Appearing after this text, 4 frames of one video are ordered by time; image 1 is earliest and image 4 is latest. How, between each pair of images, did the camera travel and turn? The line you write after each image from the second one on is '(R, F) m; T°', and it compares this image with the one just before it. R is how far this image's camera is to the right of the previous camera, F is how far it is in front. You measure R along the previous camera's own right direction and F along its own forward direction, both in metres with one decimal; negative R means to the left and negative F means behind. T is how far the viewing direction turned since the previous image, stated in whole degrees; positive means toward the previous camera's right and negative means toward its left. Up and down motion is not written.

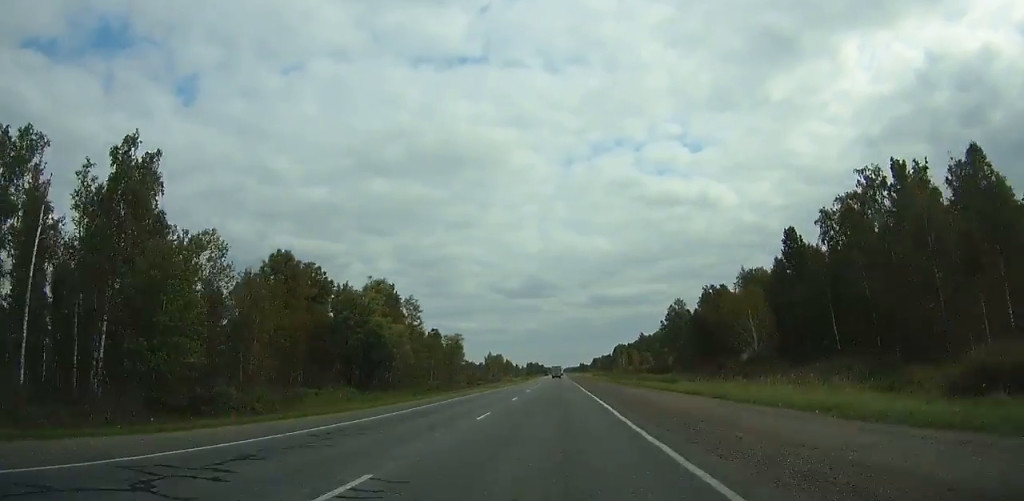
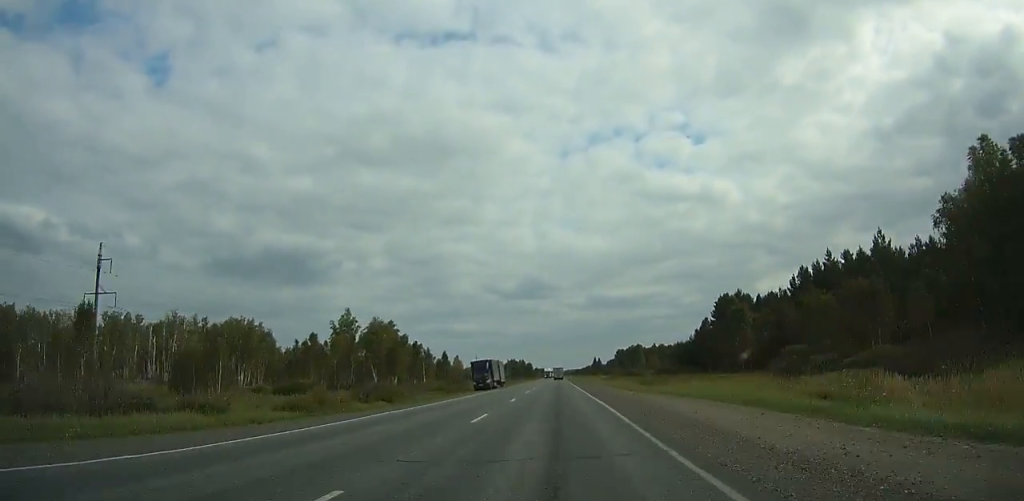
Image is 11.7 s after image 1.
(+1.3, +276.8) m; +1°
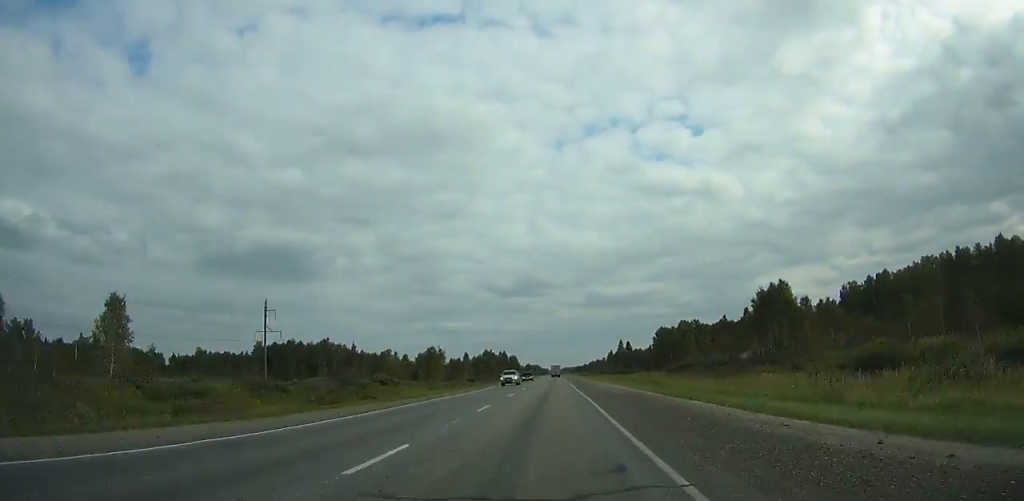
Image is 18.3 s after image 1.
(-0.8, +153.0) m; 0°
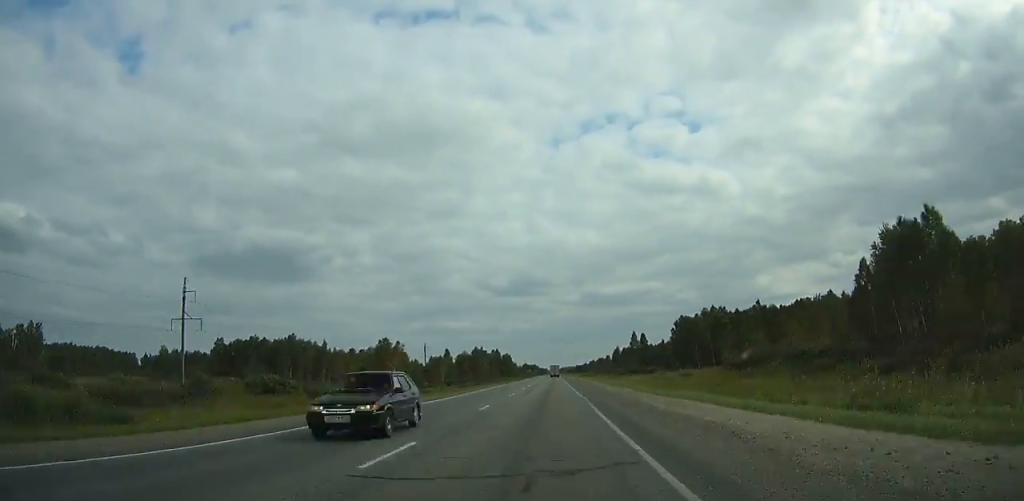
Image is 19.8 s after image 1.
(0.0, +34.8) m; 0°
